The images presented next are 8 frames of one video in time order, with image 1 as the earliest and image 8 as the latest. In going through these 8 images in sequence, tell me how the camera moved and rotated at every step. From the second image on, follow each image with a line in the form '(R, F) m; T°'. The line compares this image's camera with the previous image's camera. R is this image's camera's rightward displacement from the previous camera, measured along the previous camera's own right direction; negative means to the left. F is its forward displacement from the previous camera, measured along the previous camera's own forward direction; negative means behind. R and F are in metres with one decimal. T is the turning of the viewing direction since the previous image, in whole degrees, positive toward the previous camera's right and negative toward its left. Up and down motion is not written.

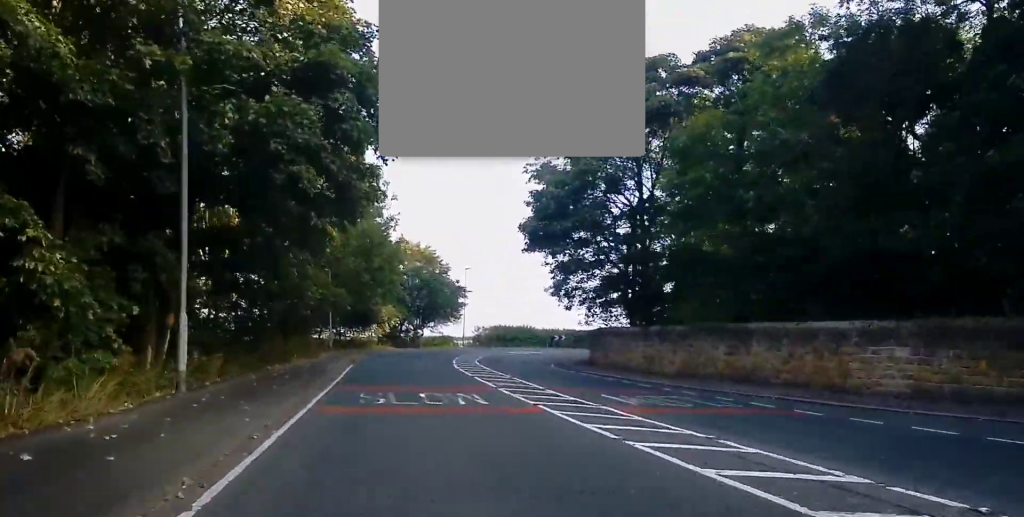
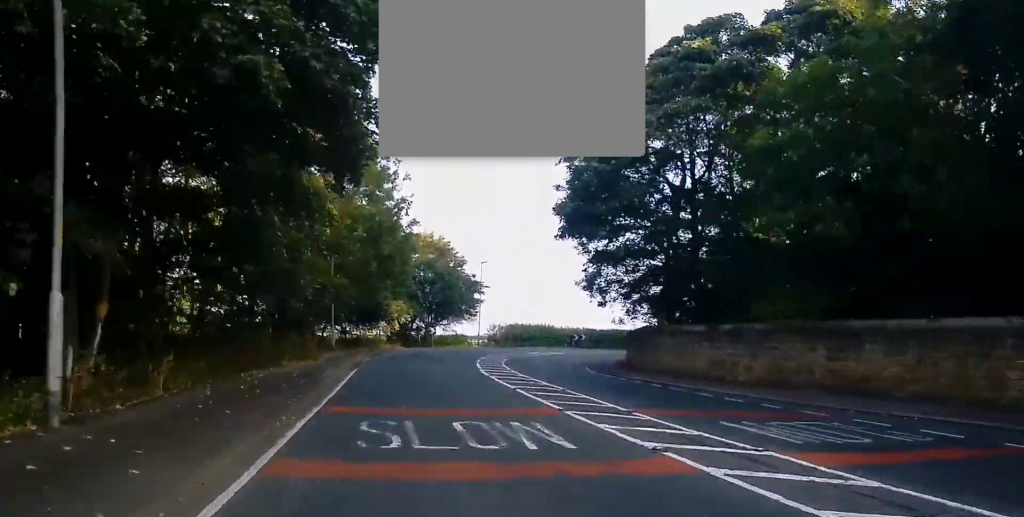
(-0.1, +5.9) m; -1°
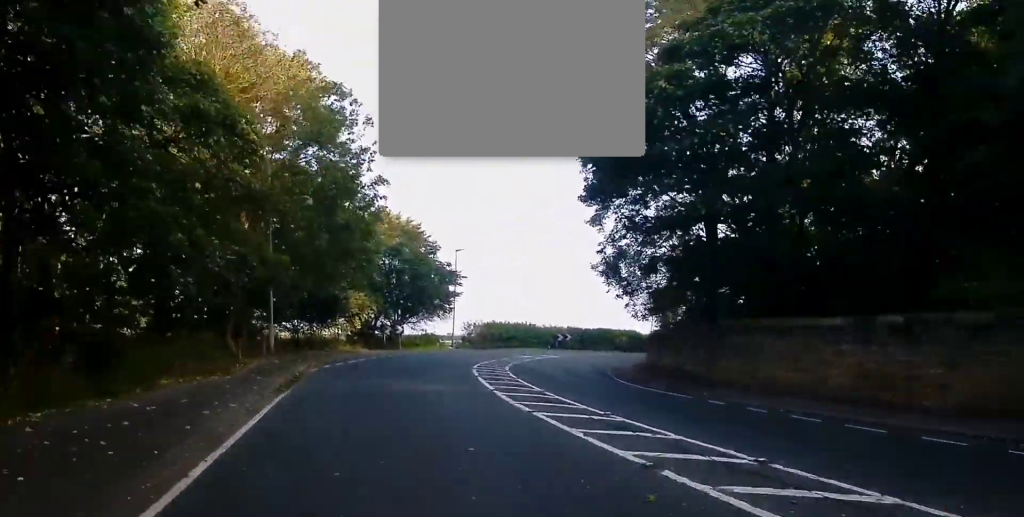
(-0.1, +10.8) m; 0°
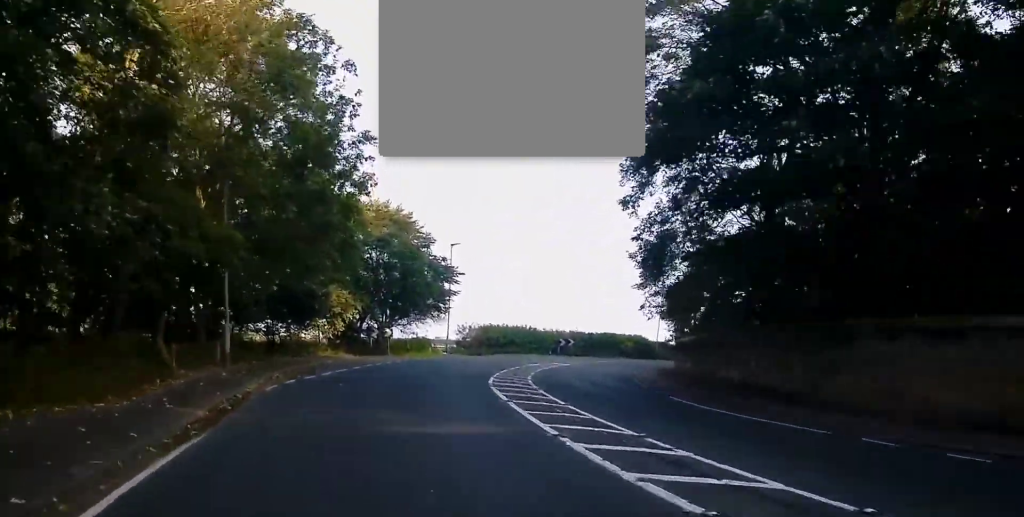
(-0.1, +6.9) m; +1°
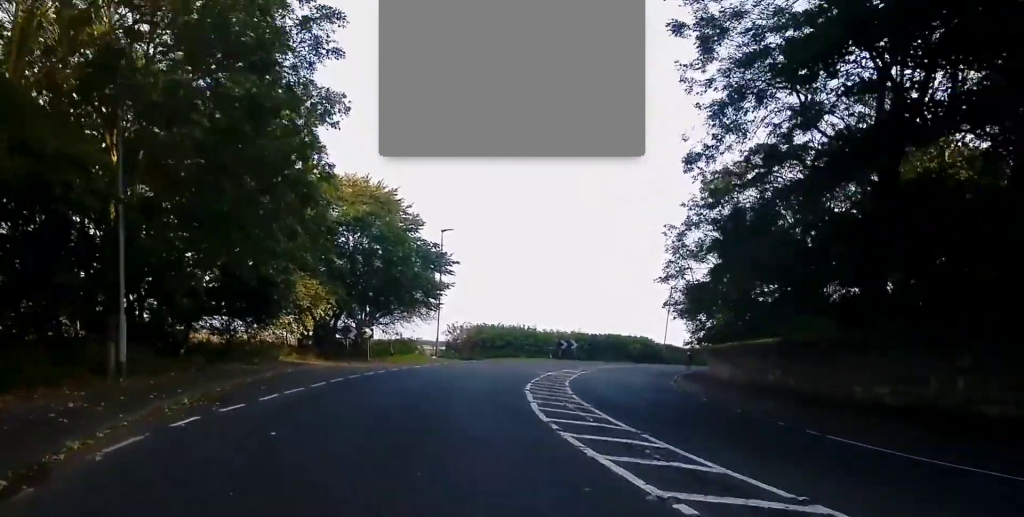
(+0.2, +8.8) m; +2°
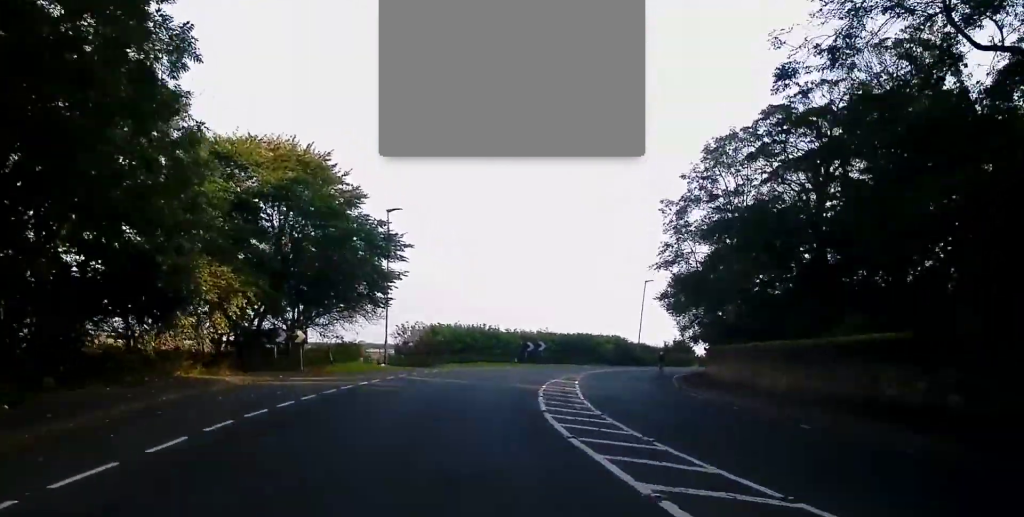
(+0.2, +9.3) m; +3°
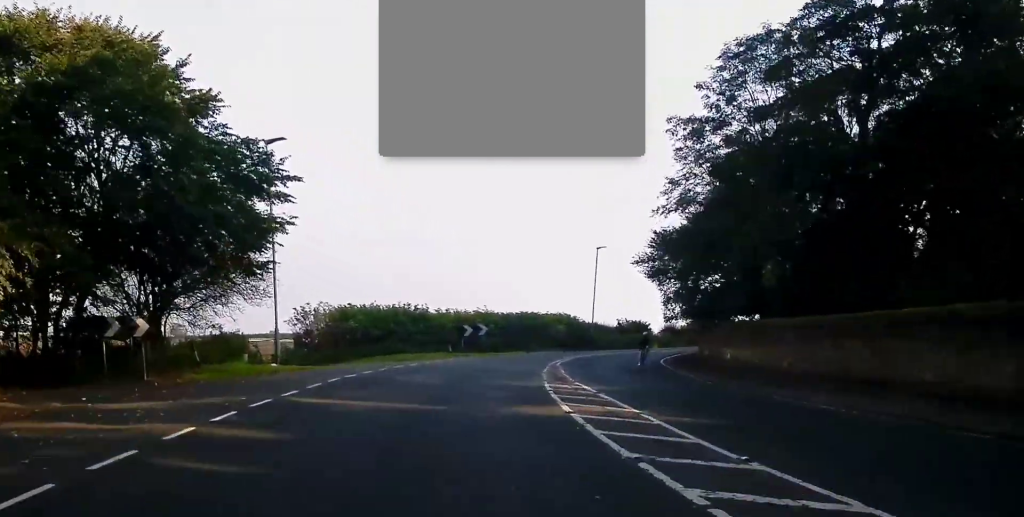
(+0.4, +12.7) m; +5°
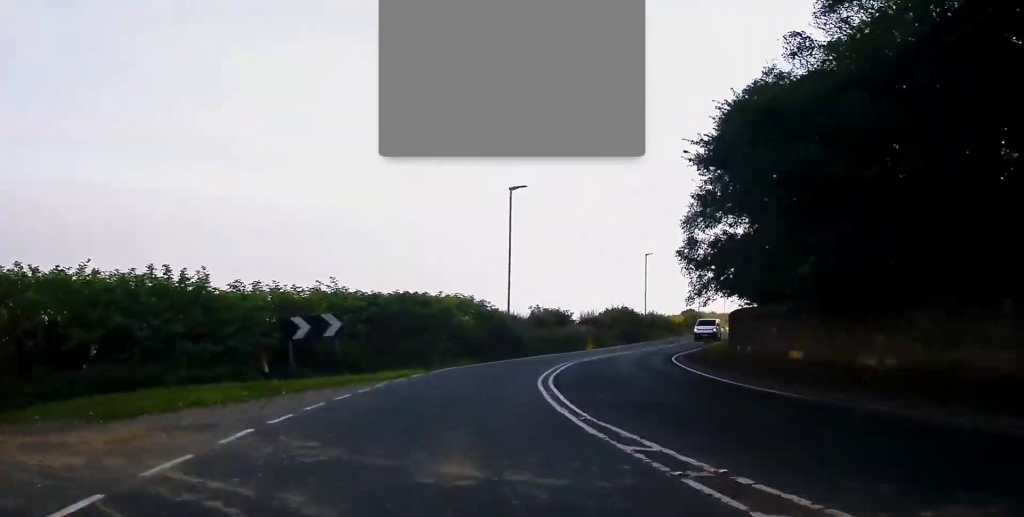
(+2.6, +24.3) m; +14°
